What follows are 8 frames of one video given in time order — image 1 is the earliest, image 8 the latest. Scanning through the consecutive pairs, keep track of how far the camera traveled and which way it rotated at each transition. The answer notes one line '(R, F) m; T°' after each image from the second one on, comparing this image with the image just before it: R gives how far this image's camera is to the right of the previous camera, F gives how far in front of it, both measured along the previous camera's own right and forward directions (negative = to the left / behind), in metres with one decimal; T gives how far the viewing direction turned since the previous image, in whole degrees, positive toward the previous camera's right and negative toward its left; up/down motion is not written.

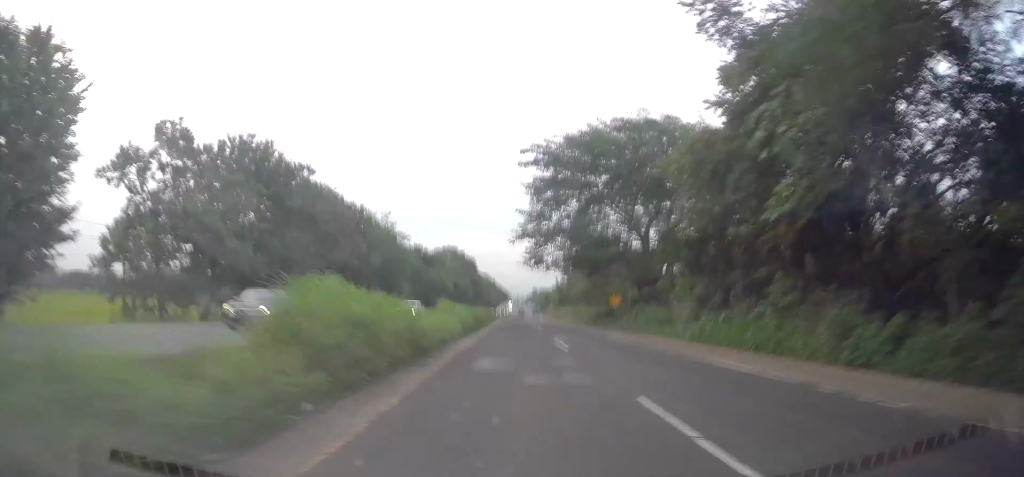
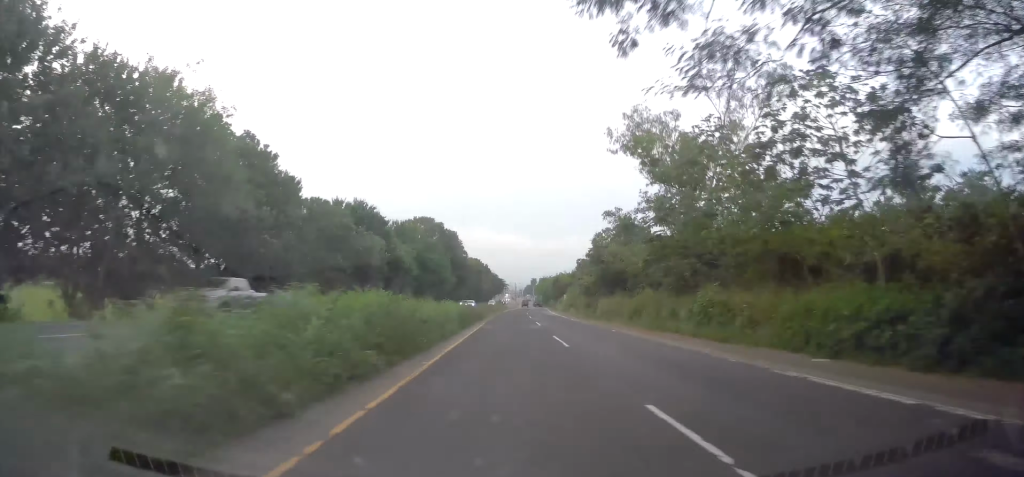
(+0.6, +46.8) m; 0°
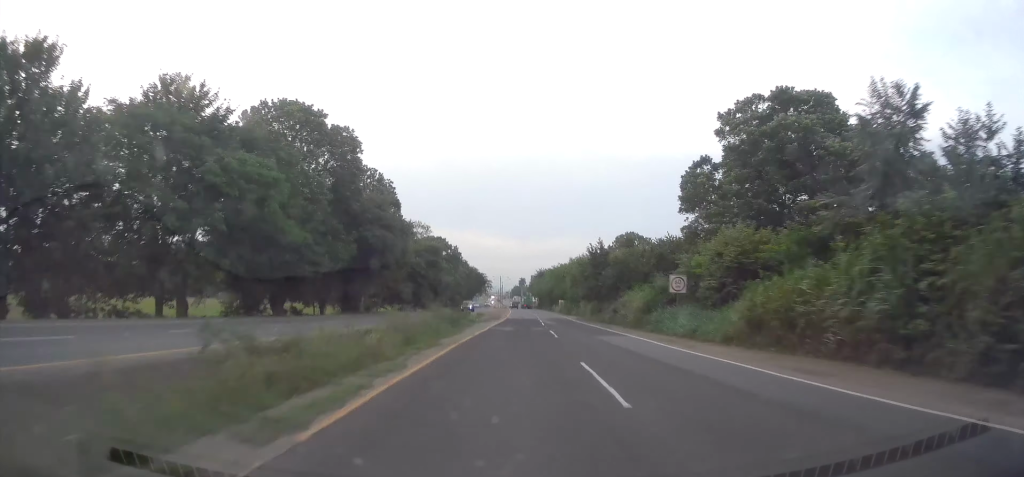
(-0.8, +76.7) m; +1°
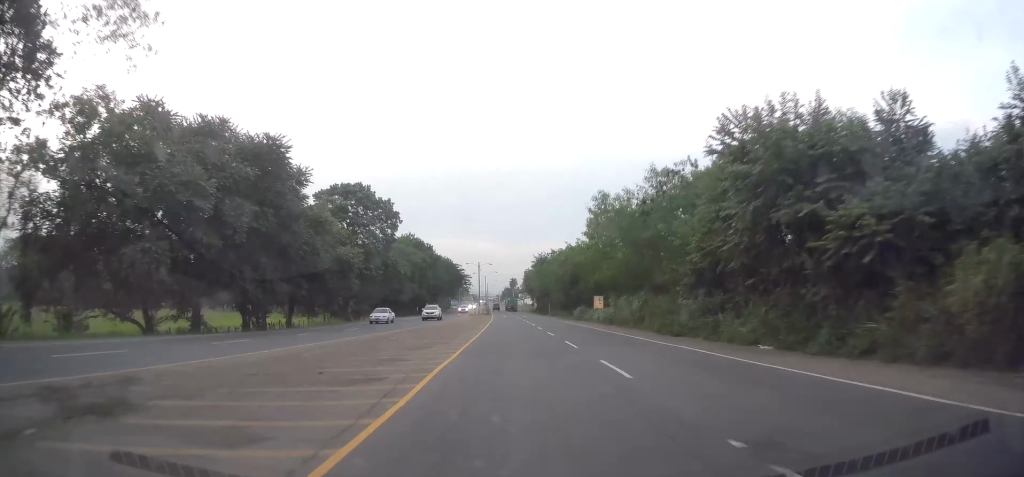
(+1.2, +65.1) m; +1°
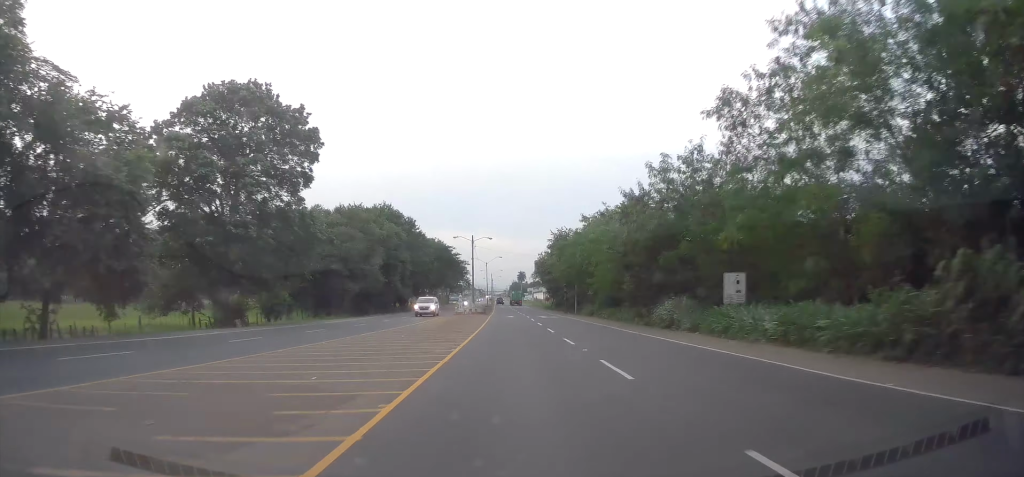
(+0.1, +34.5) m; 0°
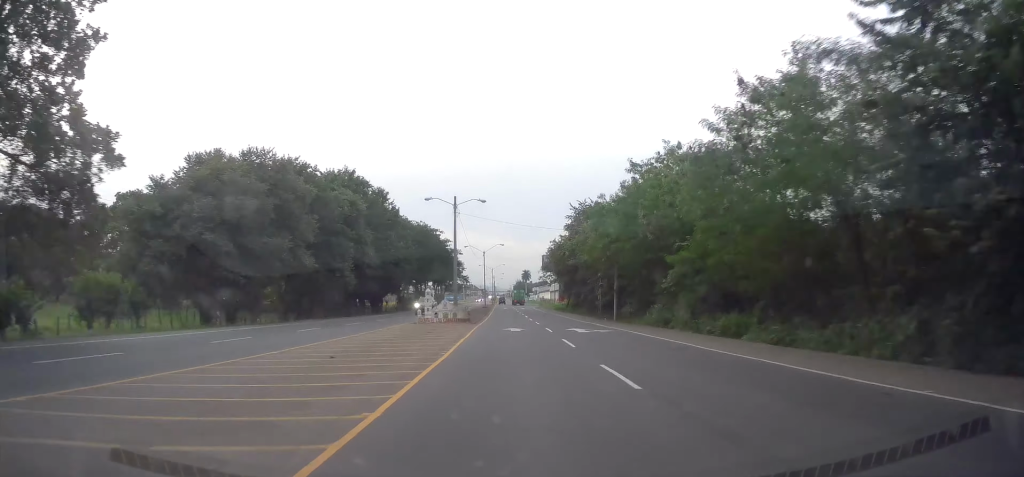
(+0.3, +26.8) m; -1°
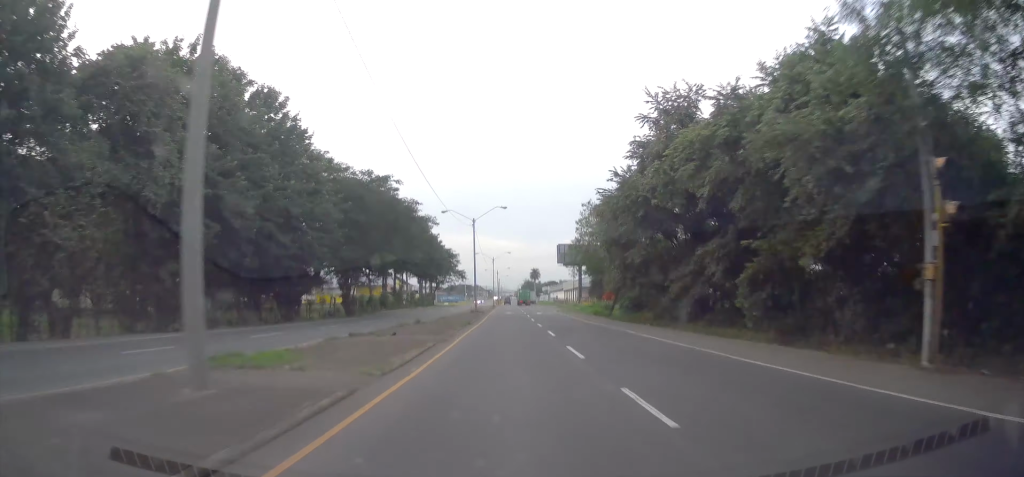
(-0.7, +37.5) m; -2°
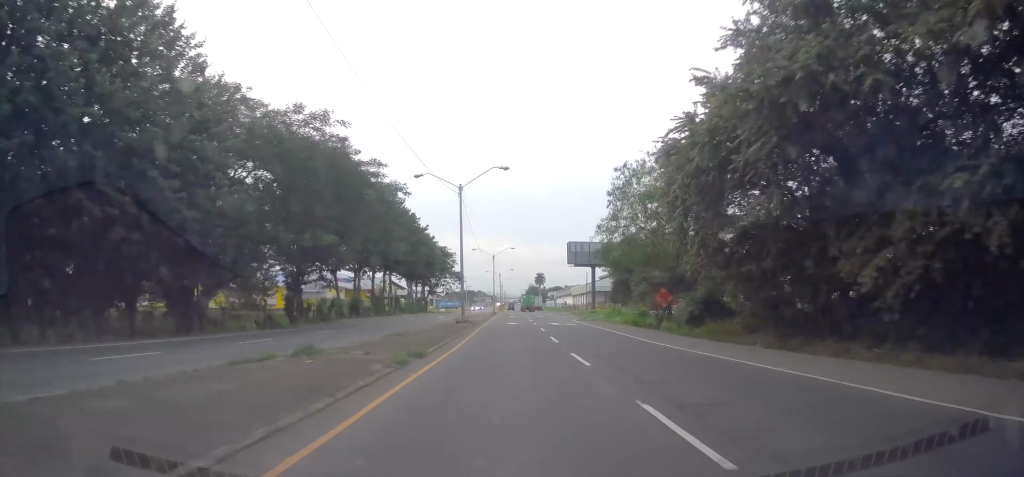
(-0.1, +18.0) m; -1°
